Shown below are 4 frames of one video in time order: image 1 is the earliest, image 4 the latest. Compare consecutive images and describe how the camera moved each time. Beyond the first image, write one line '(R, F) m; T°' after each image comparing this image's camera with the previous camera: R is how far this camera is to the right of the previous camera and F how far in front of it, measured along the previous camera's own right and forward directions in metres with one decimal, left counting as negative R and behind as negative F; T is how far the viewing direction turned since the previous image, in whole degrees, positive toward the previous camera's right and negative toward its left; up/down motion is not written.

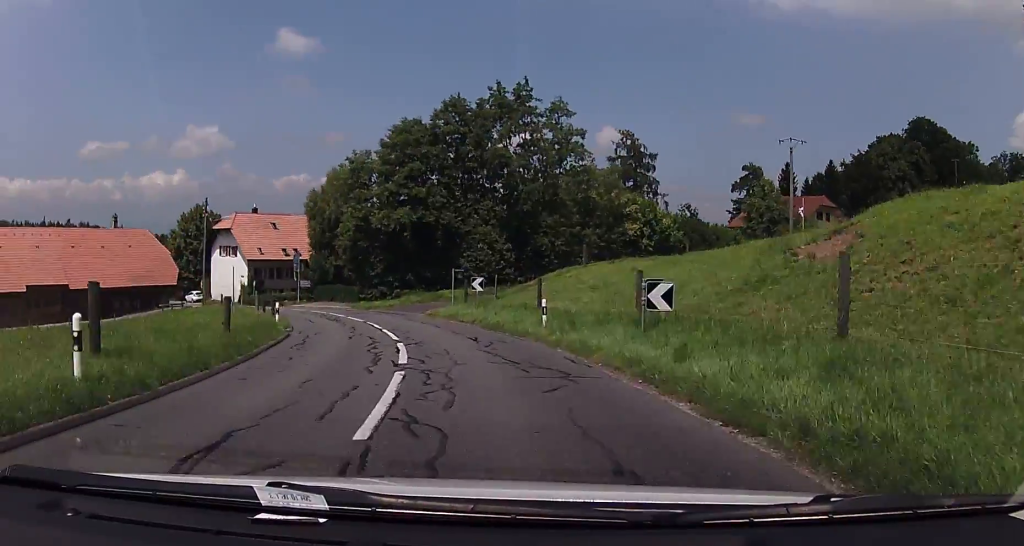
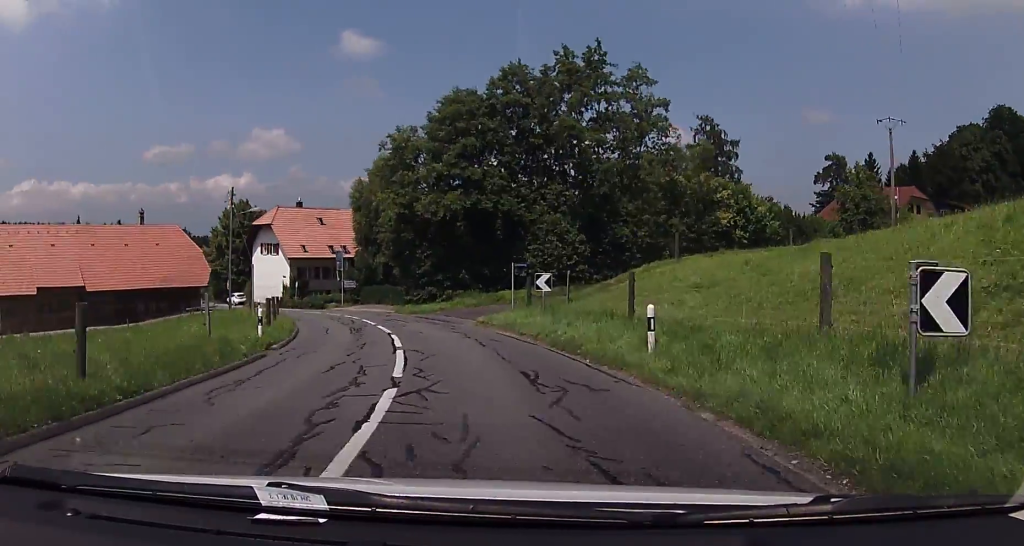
(-0.5, +8.9) m; -5°
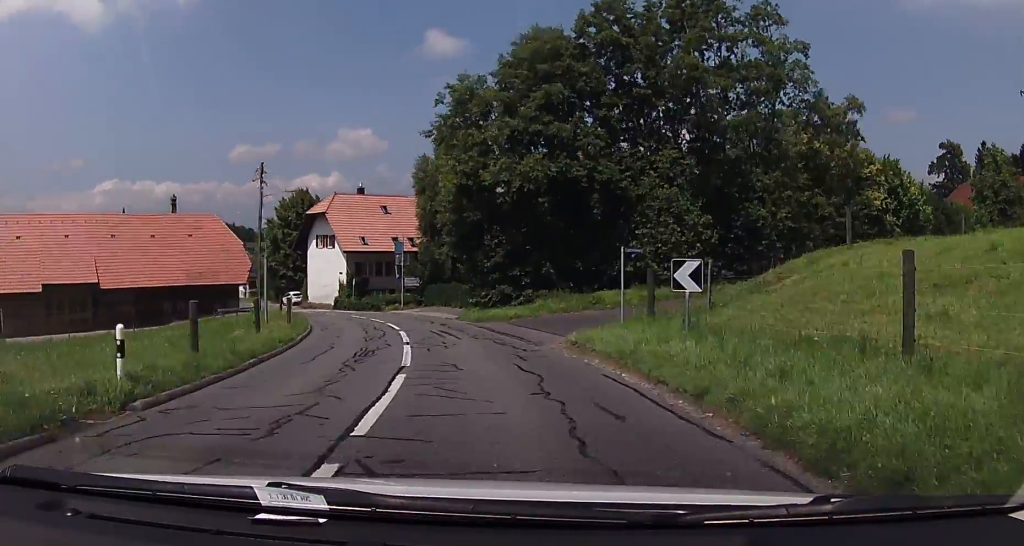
(-0.7, +11.3) m; -8°
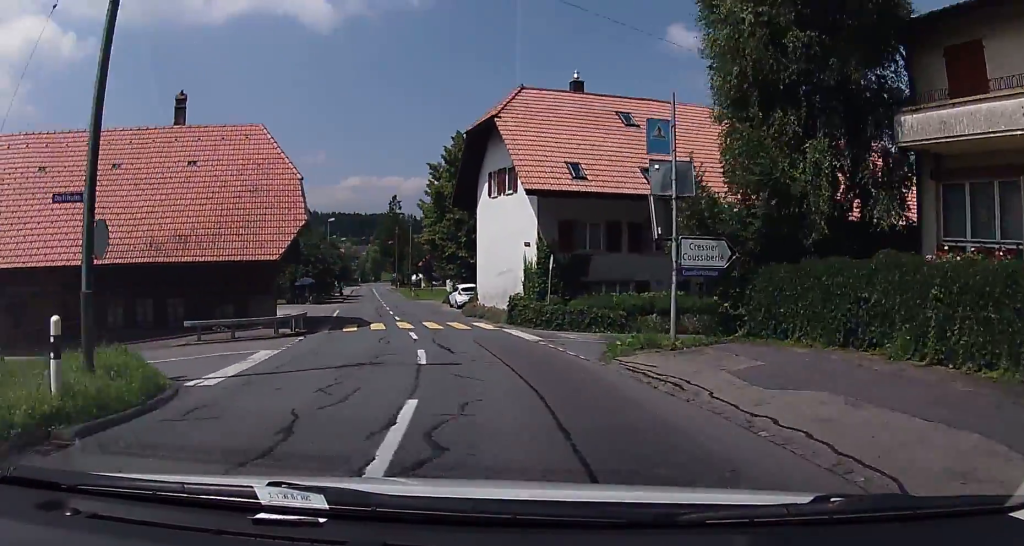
(-7.8, +34.8) m; -25°
